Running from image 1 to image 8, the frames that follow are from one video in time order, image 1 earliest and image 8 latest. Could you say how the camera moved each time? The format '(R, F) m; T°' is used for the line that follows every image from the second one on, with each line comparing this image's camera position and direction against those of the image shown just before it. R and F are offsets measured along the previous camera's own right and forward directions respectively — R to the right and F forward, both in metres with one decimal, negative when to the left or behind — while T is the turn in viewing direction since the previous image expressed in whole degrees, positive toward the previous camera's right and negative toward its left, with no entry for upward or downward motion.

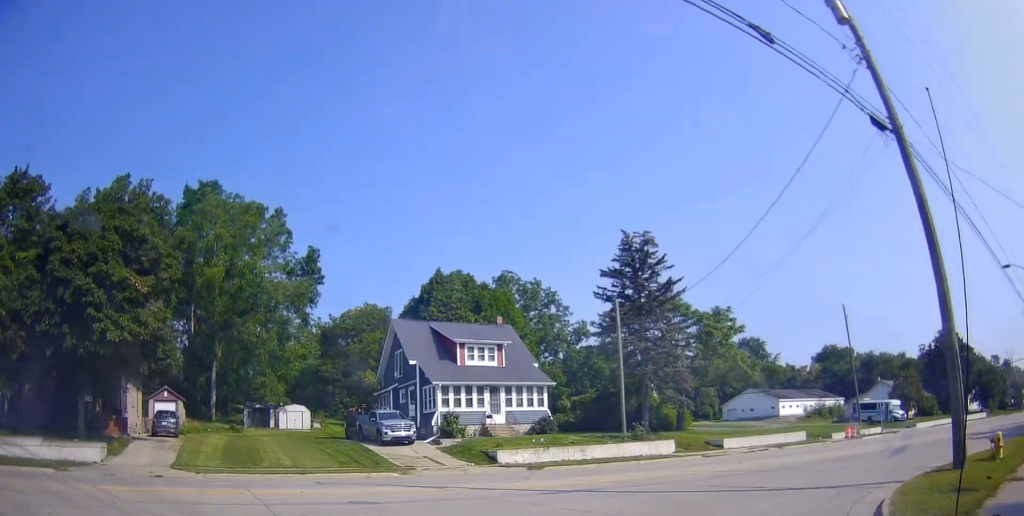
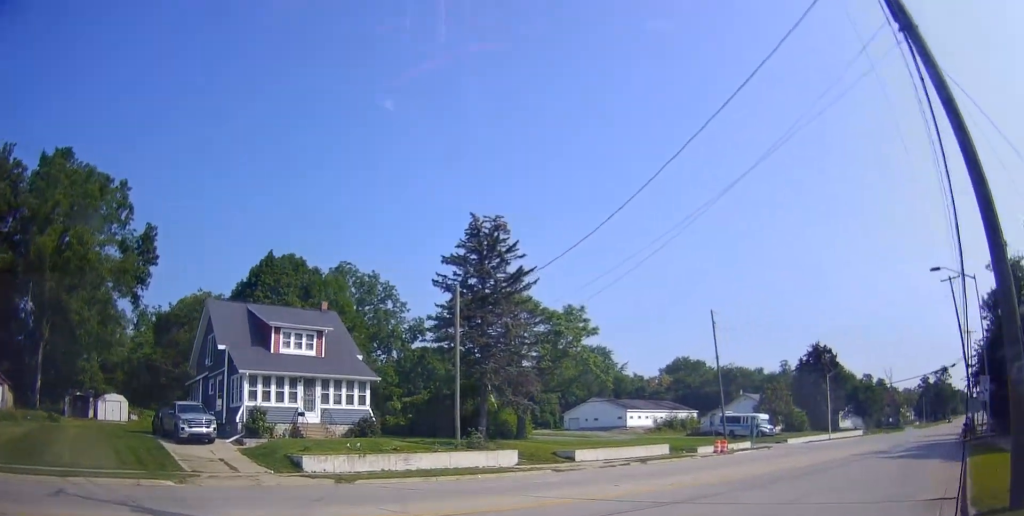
(+0.5, +6.2) m; +18°
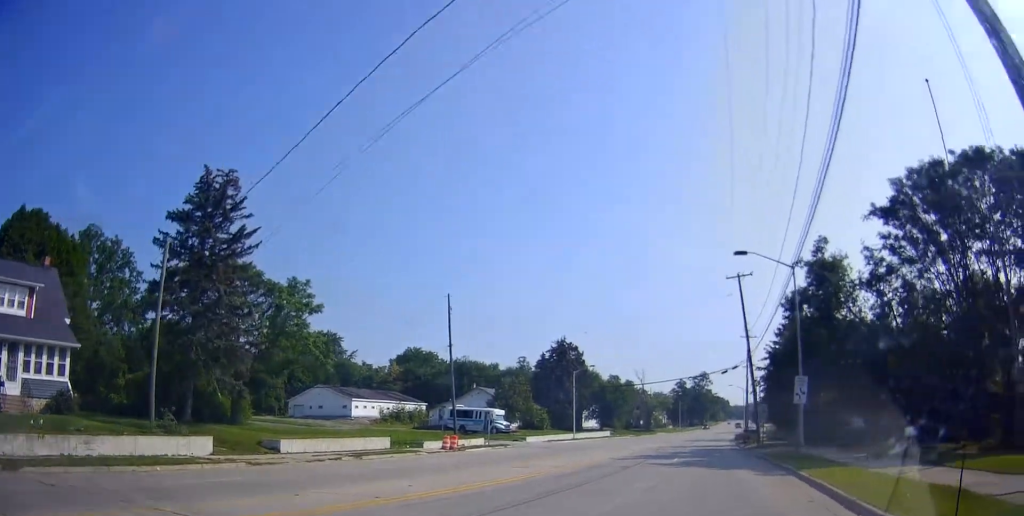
(+0.9, +3.4) m; +31°
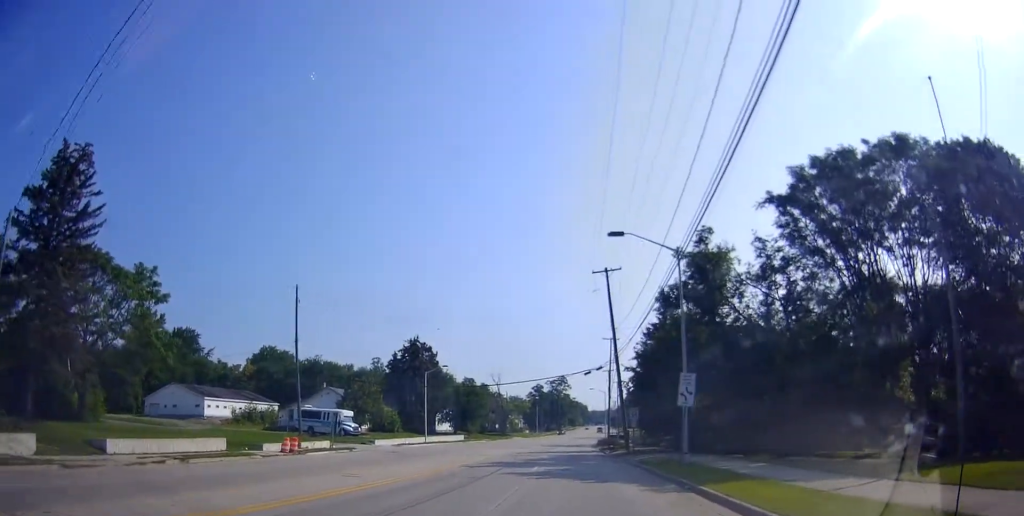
(+0.5, +2.9) m; +11°
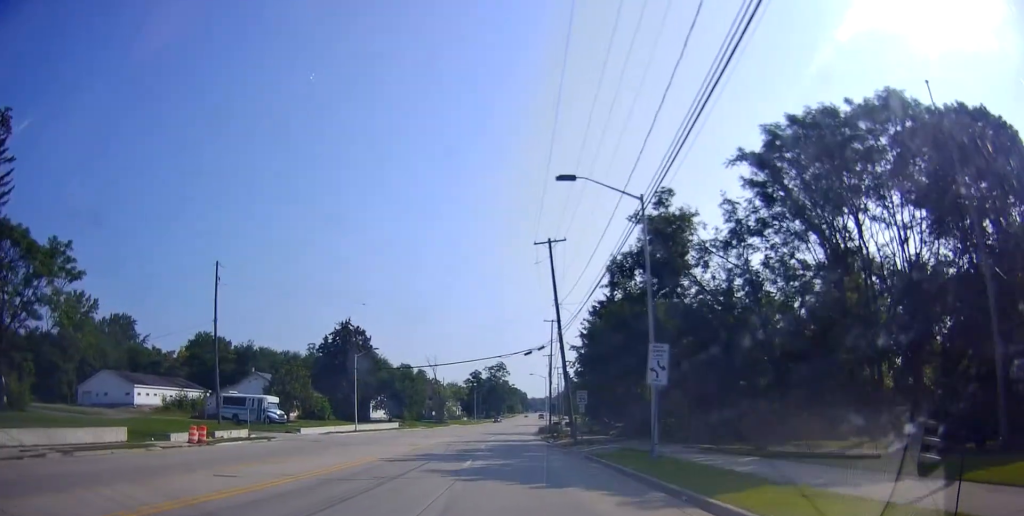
(+0.4, +4.1) m; +5°
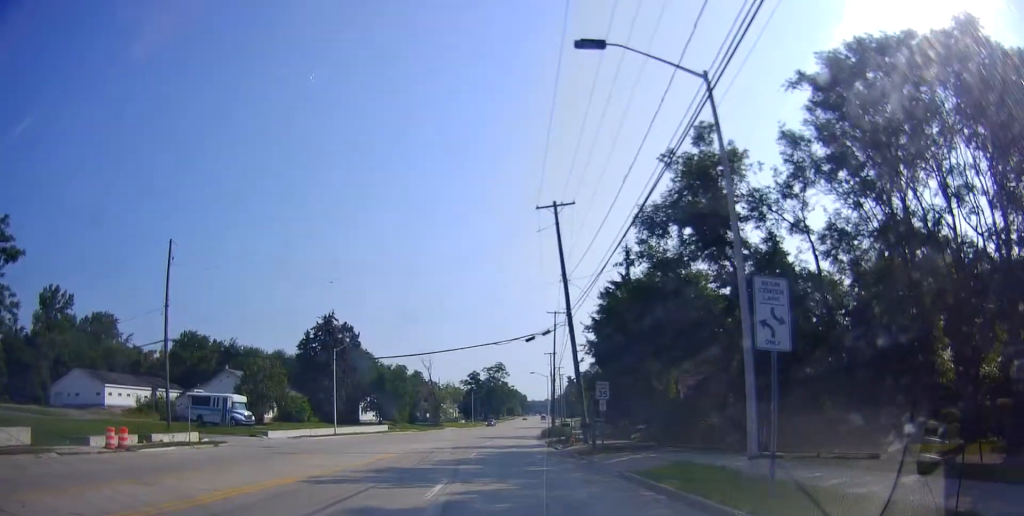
(+0.2, +7.5) m; 0°
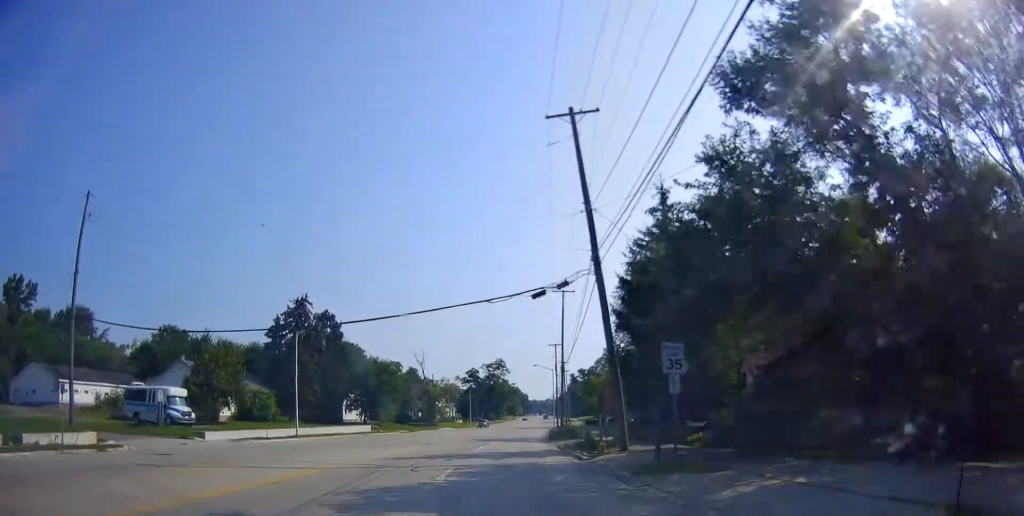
(-0.4, +11.1) m; -3°
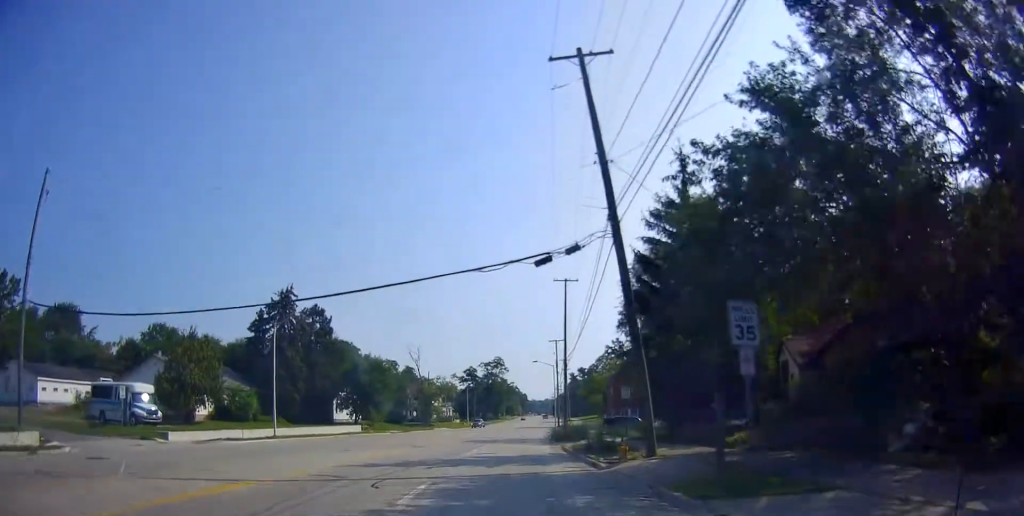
(-0.1, +4.4) m; -1°
